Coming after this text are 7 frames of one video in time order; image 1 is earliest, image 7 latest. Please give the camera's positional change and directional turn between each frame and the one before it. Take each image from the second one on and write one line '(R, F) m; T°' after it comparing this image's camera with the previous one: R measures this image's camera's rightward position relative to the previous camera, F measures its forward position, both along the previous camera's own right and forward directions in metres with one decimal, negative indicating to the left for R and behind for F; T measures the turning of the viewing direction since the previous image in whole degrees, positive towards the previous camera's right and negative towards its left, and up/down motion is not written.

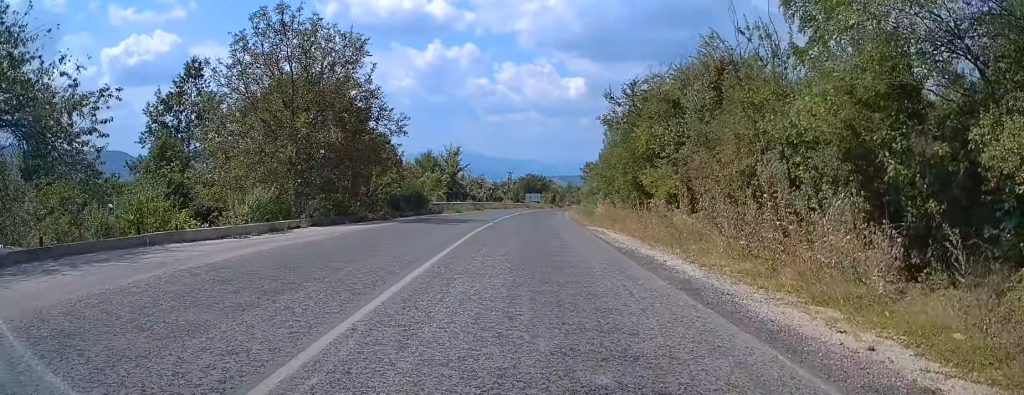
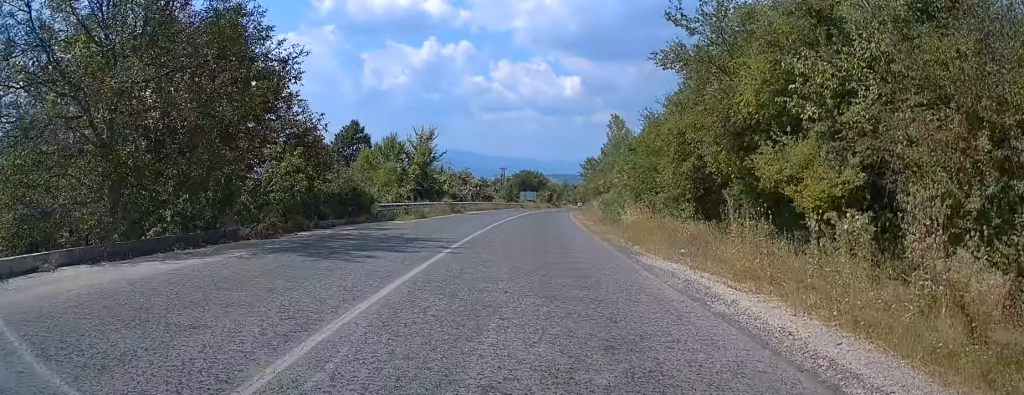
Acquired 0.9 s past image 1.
(+0.1, +15.7) m; 0°
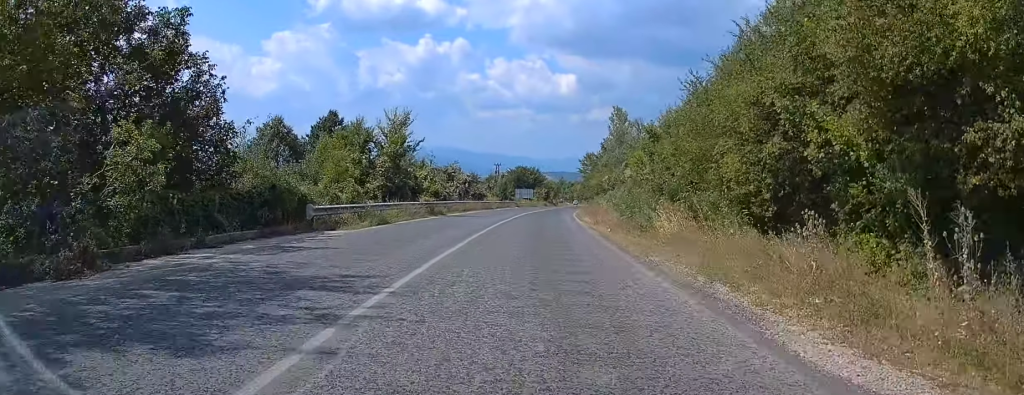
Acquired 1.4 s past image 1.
(0.0, +9.0) m; 0°
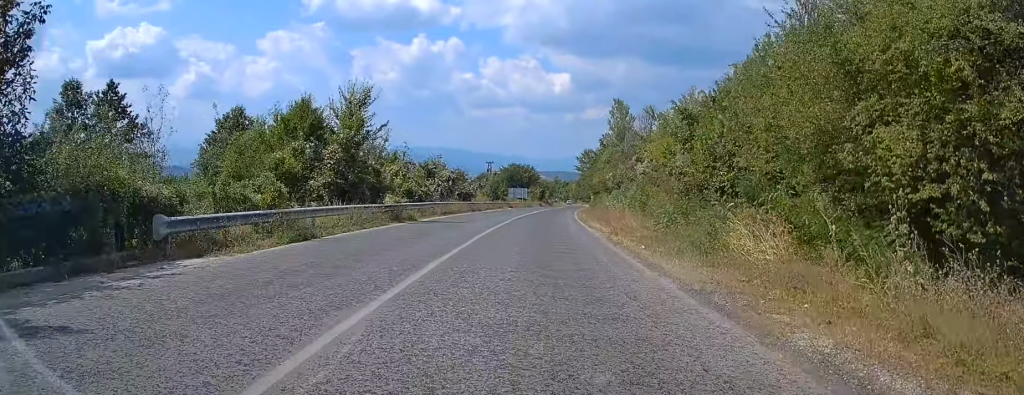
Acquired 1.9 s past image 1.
(0.0, +8.9) m; 0°
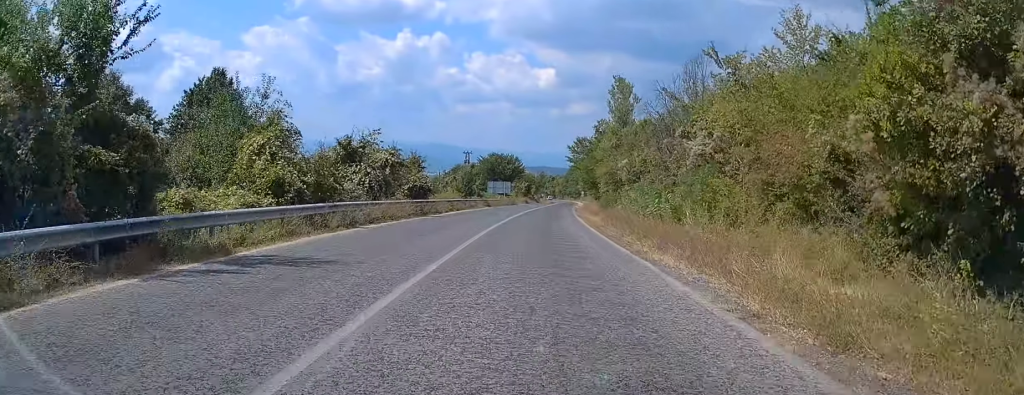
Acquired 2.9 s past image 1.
(0.0, +19.1) m; +1°
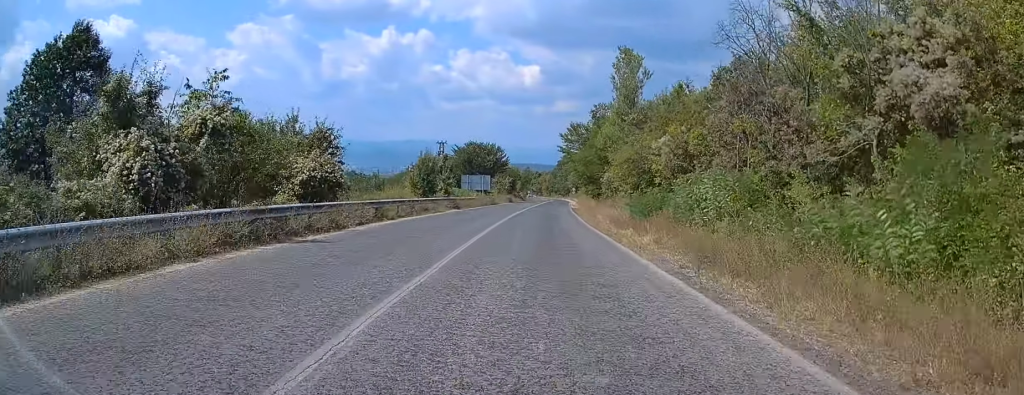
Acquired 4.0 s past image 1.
(+0.2, +18.2) m; +1°
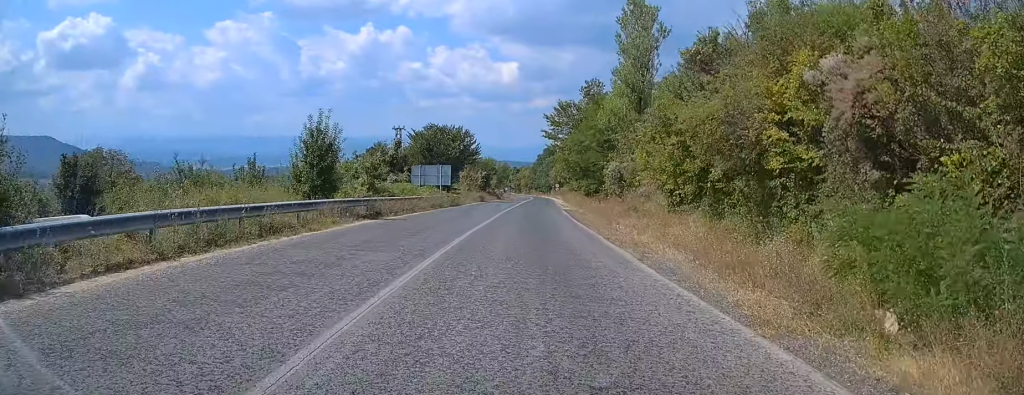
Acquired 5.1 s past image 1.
(+0.1, +20.0) m; +2°
